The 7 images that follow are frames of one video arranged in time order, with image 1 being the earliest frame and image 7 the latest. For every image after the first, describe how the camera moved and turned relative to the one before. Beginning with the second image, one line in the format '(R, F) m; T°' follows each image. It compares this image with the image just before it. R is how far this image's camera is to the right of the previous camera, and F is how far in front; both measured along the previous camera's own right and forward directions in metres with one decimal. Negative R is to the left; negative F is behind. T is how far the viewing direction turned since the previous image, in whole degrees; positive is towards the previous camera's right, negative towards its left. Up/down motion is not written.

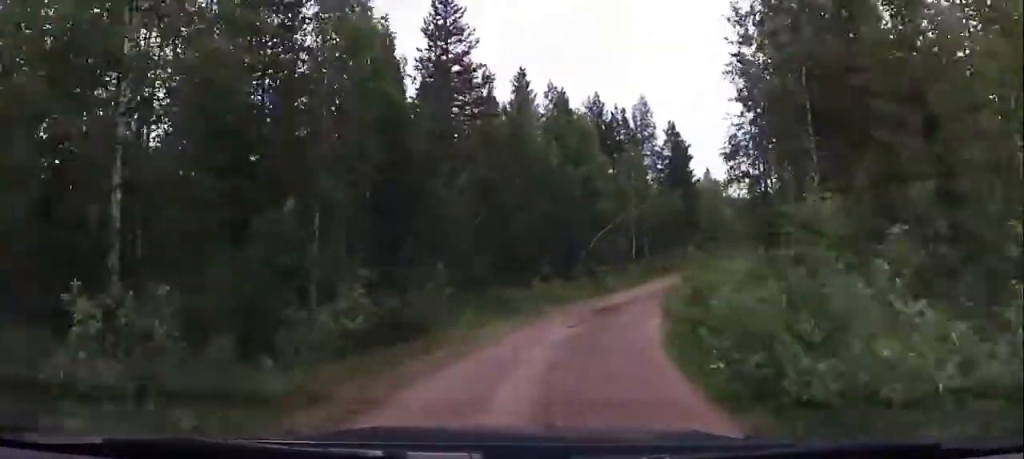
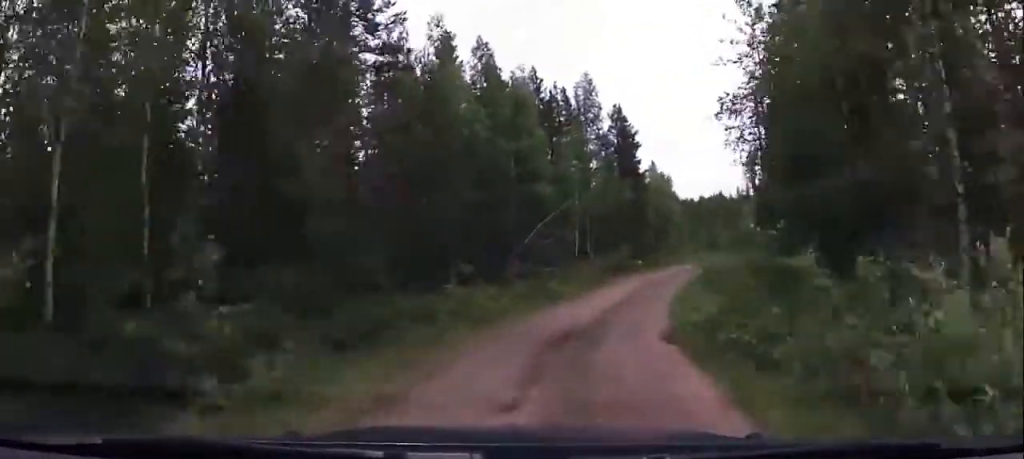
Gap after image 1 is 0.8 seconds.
(+0.2, +8.5) m; +4°
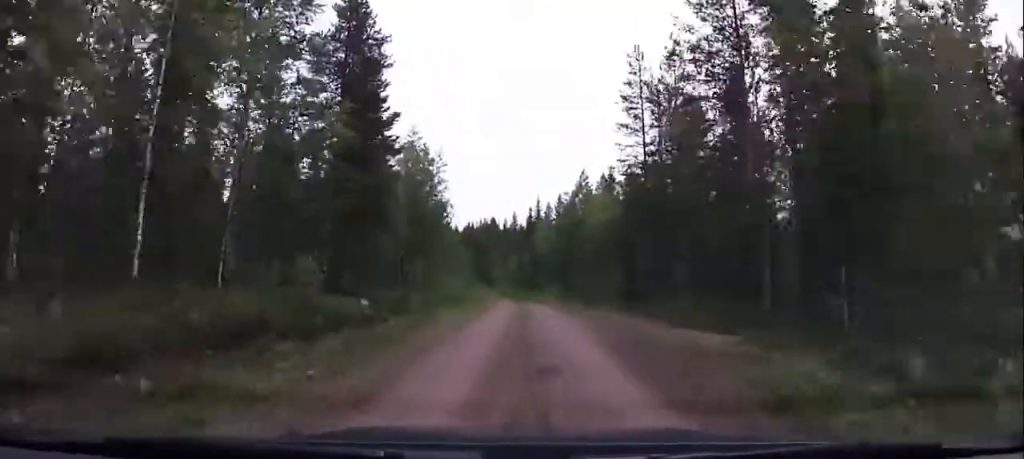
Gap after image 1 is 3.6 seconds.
(+5.8, +31.4) m; +21°
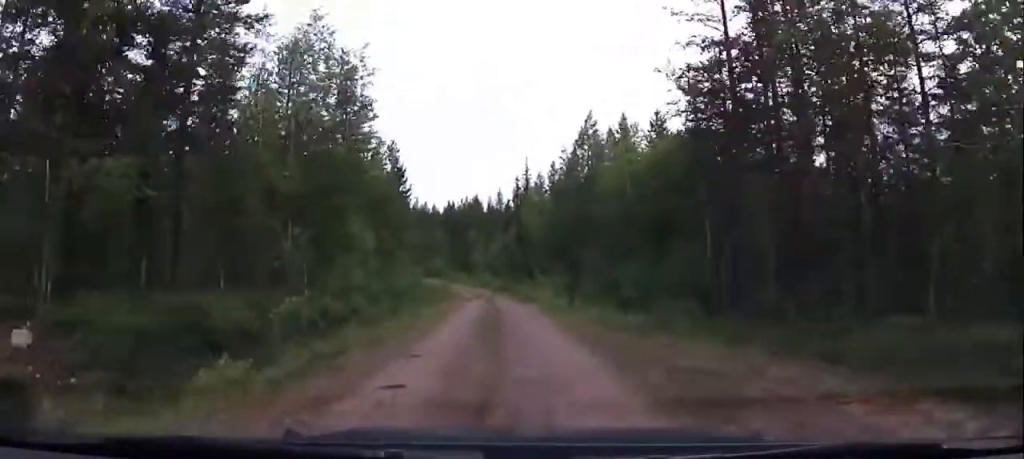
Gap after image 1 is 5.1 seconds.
(+1.2, +18.0) m; +6°
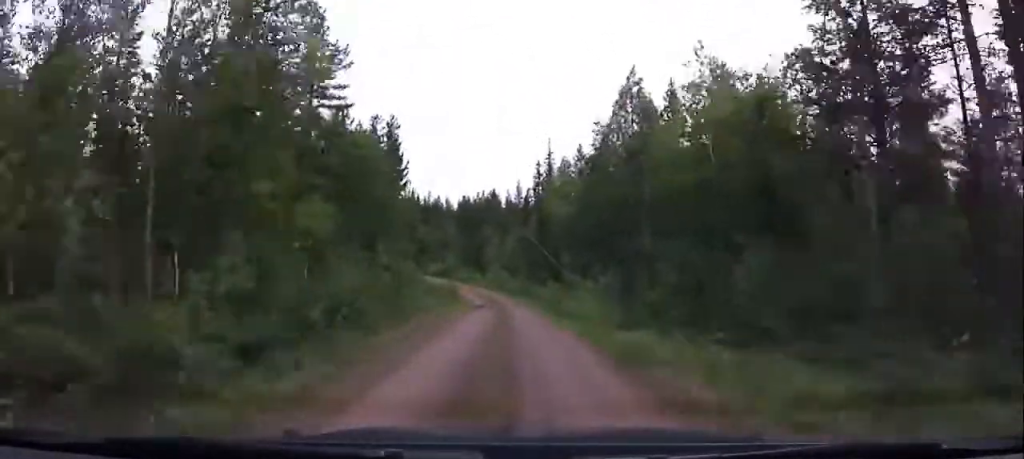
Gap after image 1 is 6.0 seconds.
(+0.4, +11.1) m; +1°
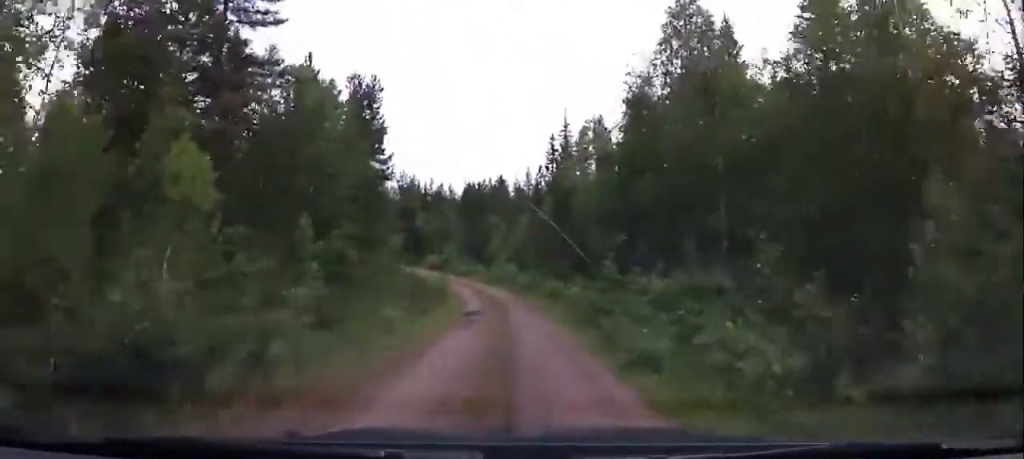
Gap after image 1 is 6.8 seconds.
(-0.1, +11.3) m; -6°
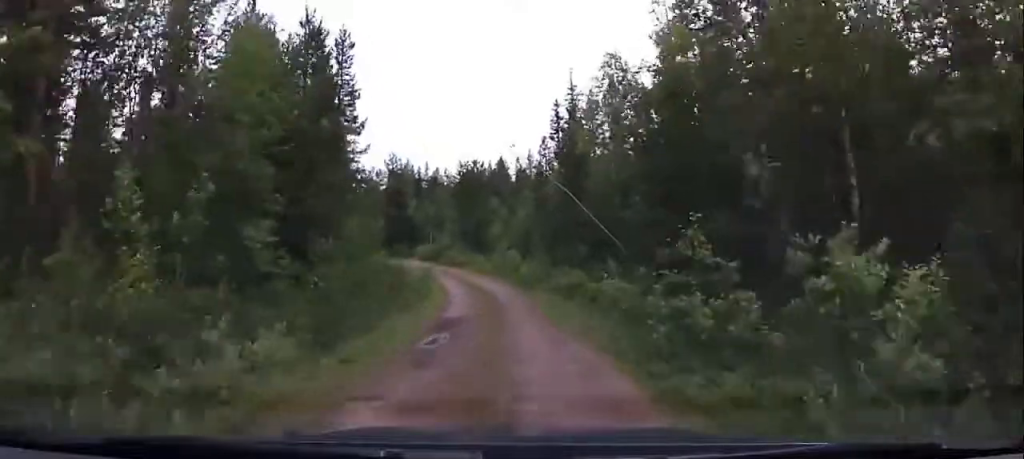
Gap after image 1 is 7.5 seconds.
(-0.3, +8.6) m; -3°
